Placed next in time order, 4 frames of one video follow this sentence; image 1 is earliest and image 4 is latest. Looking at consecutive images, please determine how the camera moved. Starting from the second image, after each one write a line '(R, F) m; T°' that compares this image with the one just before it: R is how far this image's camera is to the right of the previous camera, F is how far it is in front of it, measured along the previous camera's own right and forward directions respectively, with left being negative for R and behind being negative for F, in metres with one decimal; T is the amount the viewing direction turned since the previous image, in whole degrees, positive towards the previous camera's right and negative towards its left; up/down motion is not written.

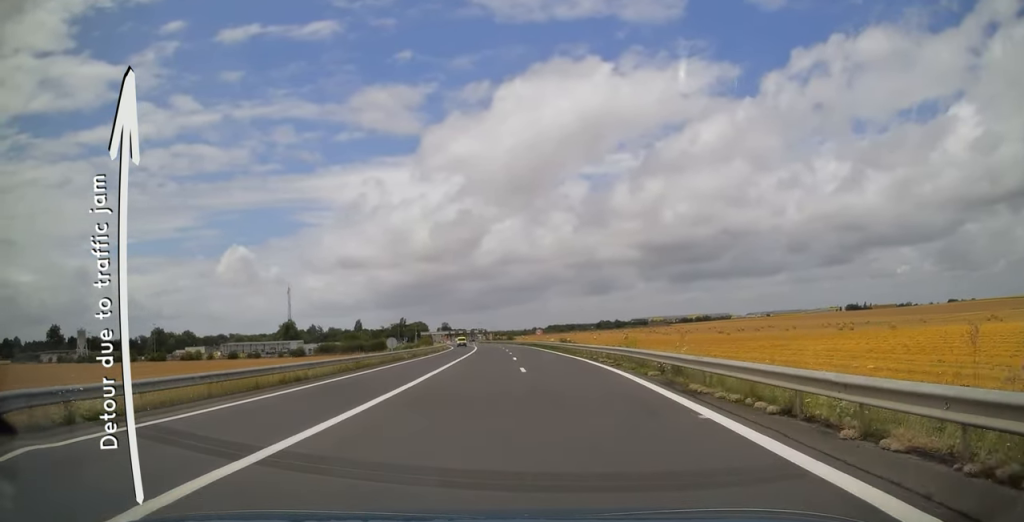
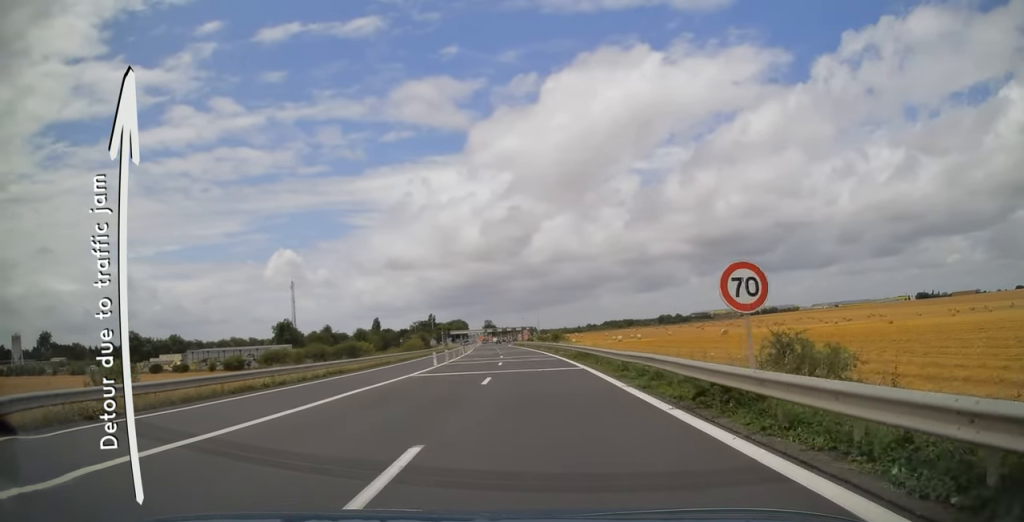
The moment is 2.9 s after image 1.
(-2.4, +71.0) m; -6°
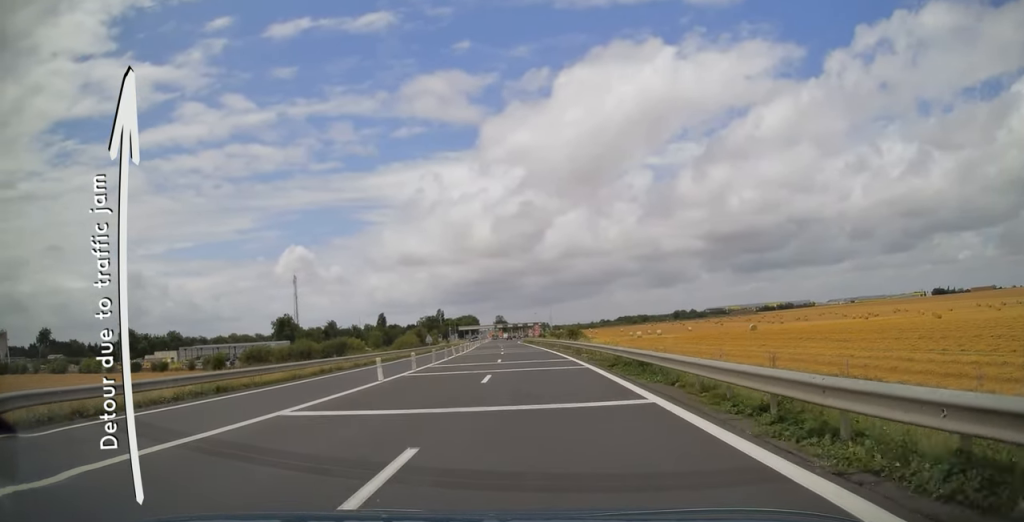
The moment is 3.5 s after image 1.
(-0.2, +13.5) m; -1°
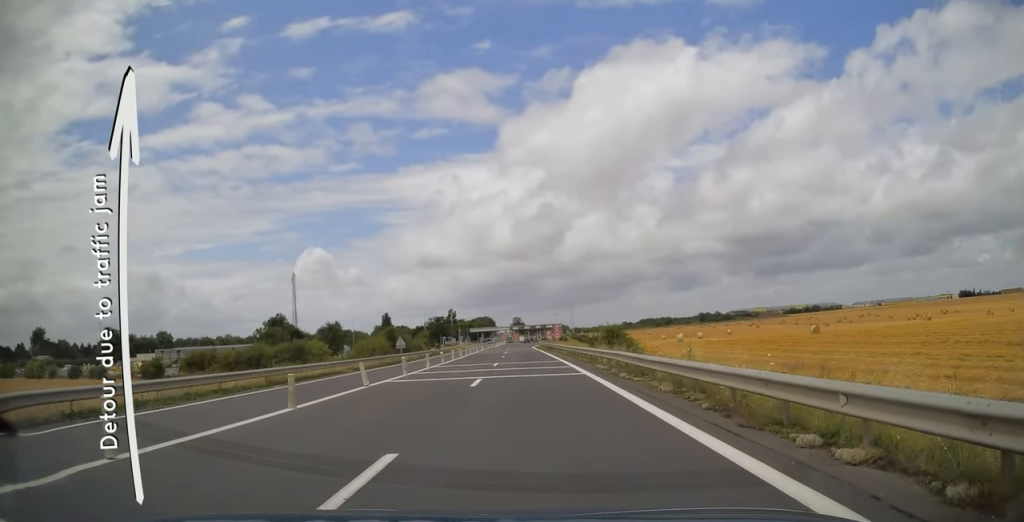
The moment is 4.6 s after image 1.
(-0.2, +26.5) m; -1°
